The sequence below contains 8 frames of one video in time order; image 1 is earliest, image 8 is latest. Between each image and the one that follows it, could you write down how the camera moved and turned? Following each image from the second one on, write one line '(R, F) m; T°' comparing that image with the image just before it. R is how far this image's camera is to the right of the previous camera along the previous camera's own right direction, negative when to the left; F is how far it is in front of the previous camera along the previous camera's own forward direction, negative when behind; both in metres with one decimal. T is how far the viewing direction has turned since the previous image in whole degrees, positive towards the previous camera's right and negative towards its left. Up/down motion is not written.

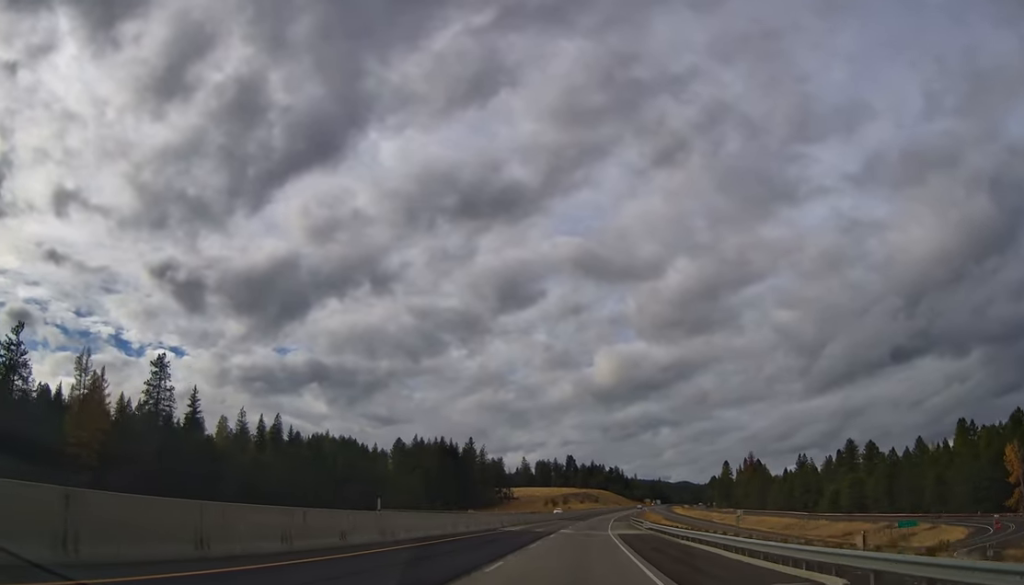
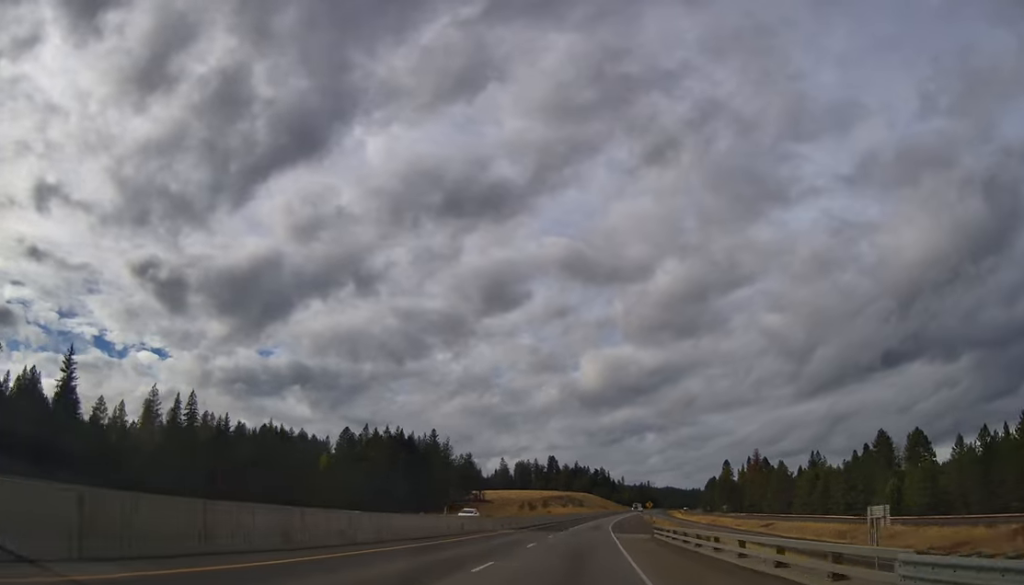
(+0.3, +49.0) m; +1°
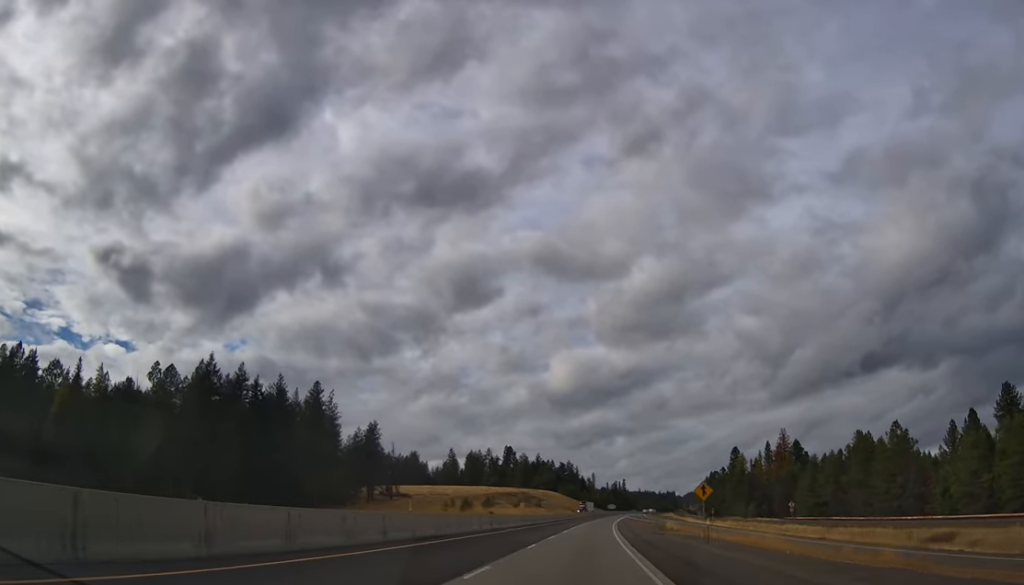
(+4.1, +99.7) m; +3°
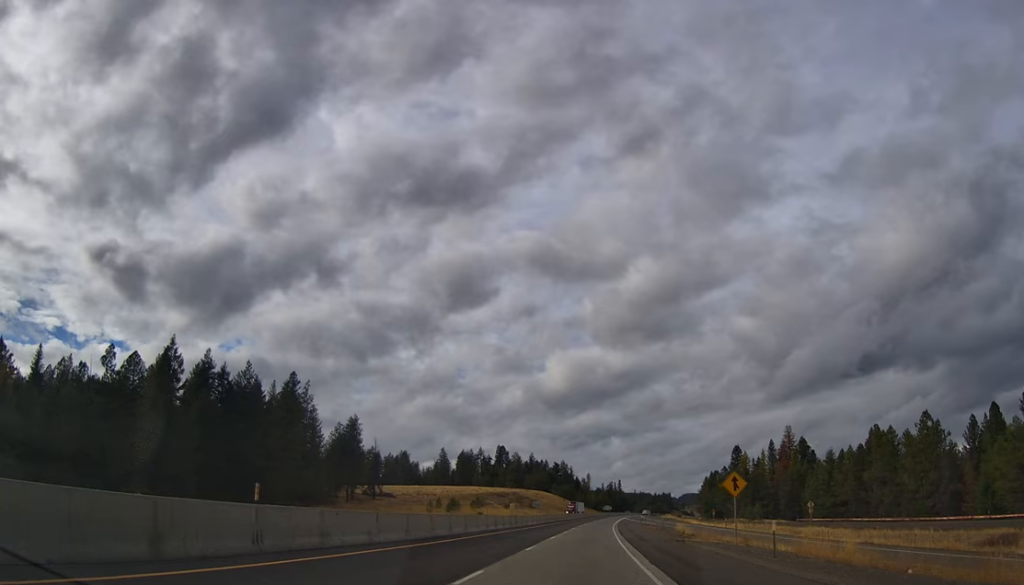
(-0.3, +13.2) m; 0°
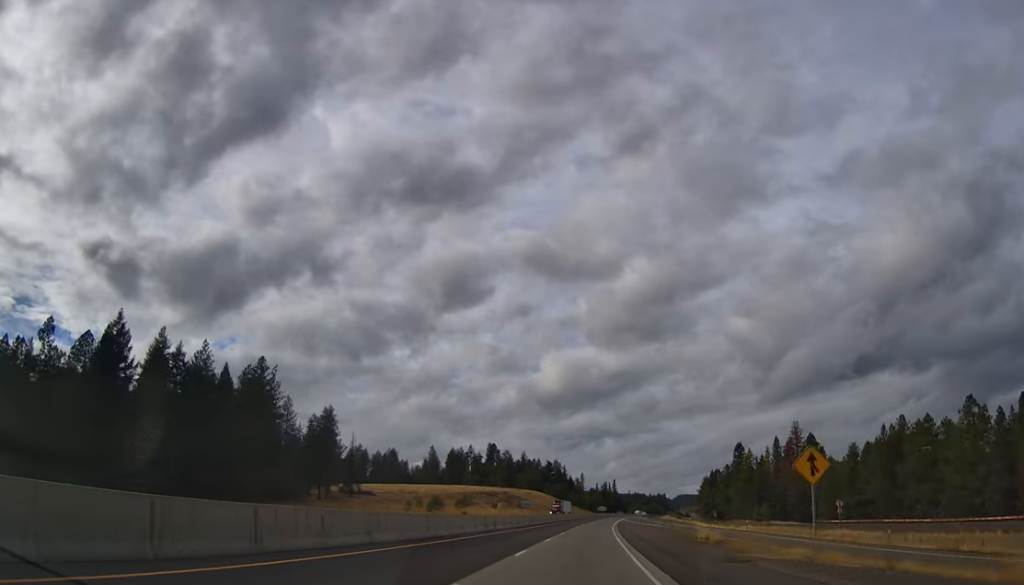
(-0.5, +15.4) m; 0°
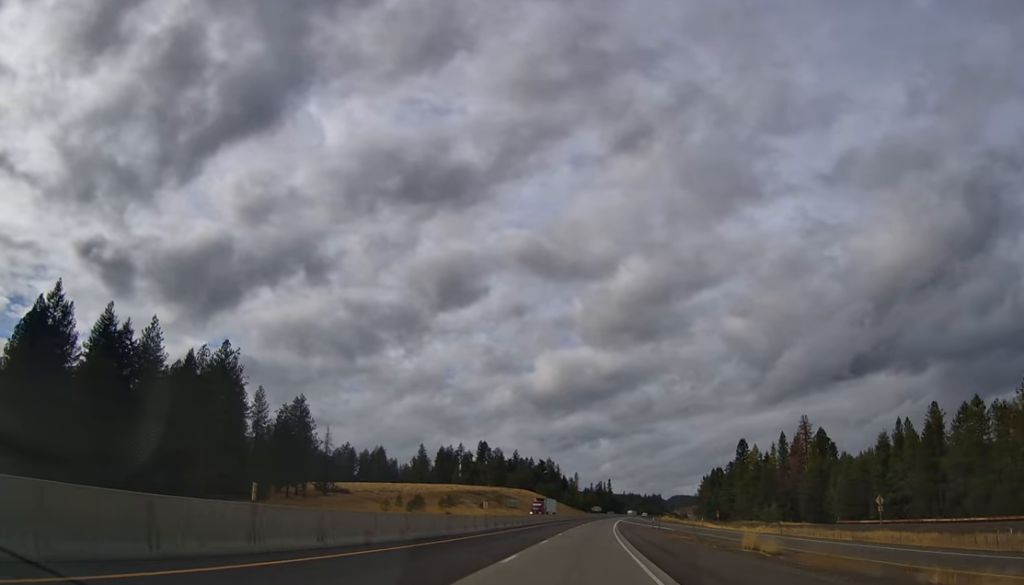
(+0.2, +15.4) m; +1°
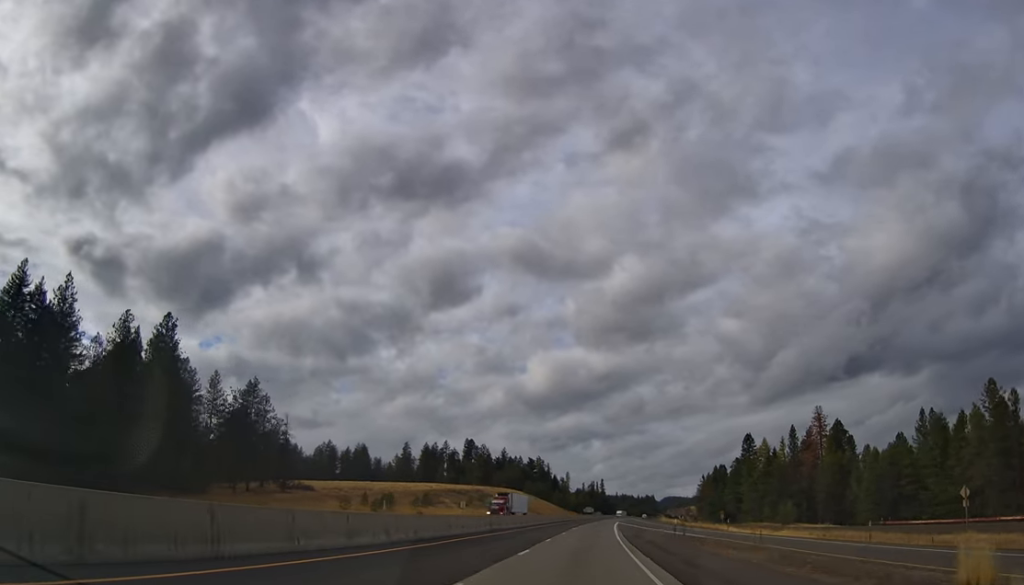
(+0.6, +20.8) m; +1°
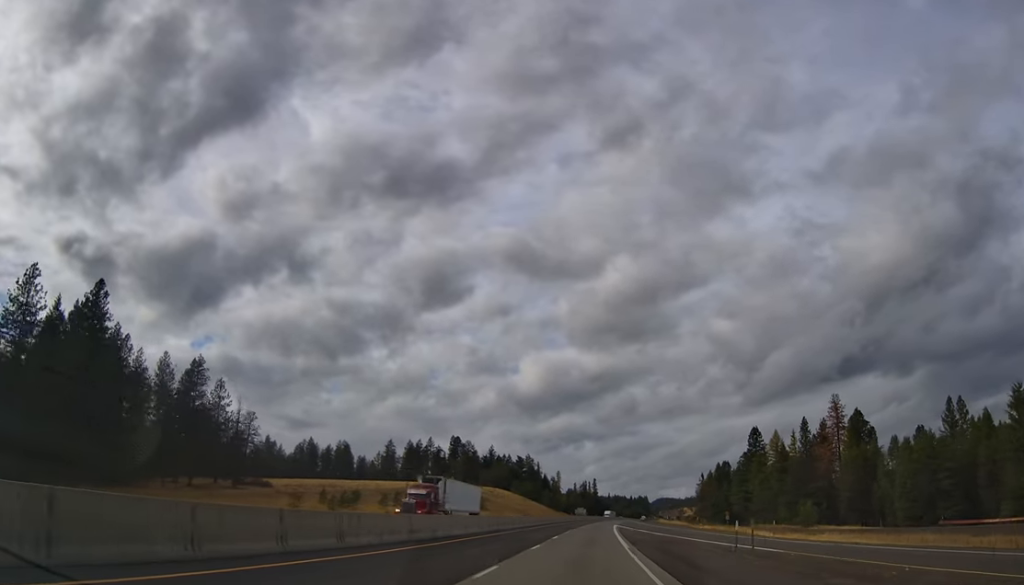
(-0.1, +19.7) m; +1°
